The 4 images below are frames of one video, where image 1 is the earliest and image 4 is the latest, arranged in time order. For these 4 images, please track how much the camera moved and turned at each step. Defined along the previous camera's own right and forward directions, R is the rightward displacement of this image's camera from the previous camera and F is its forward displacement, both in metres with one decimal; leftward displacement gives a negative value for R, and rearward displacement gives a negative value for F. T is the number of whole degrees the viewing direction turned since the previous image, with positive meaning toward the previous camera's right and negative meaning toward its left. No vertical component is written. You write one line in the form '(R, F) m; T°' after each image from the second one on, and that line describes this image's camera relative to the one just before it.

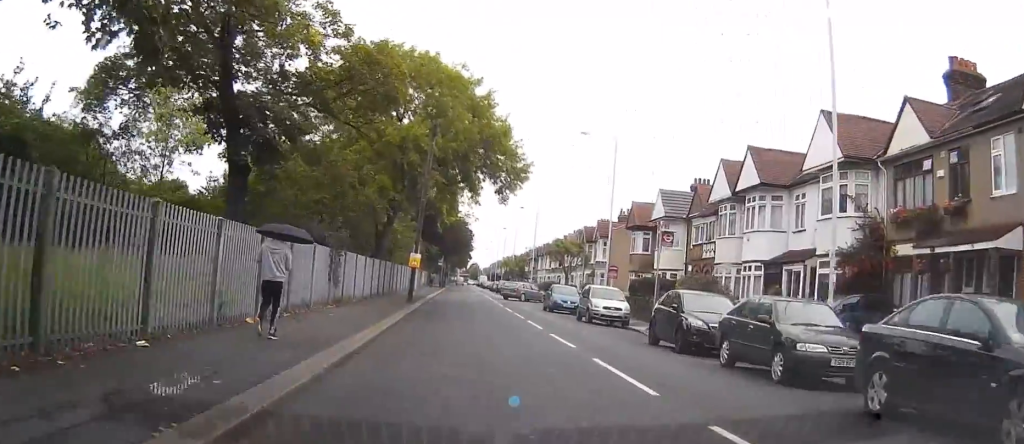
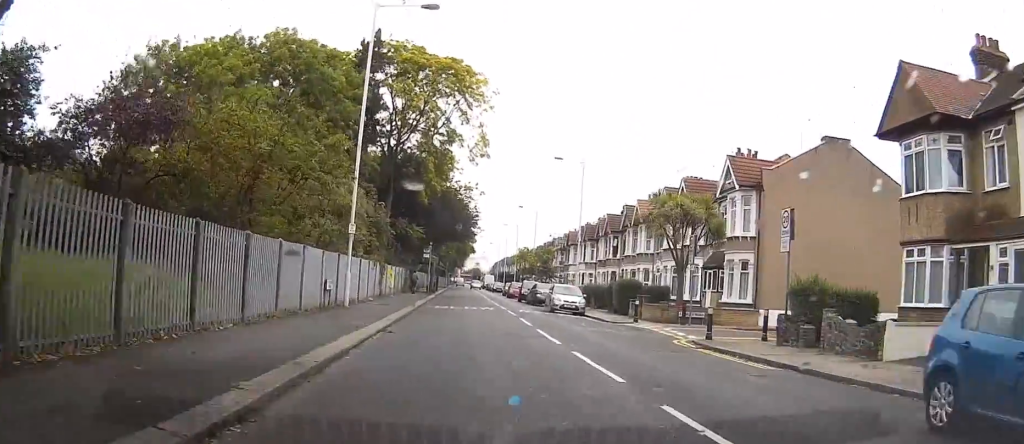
(+0.1, +37.1) m; 0°
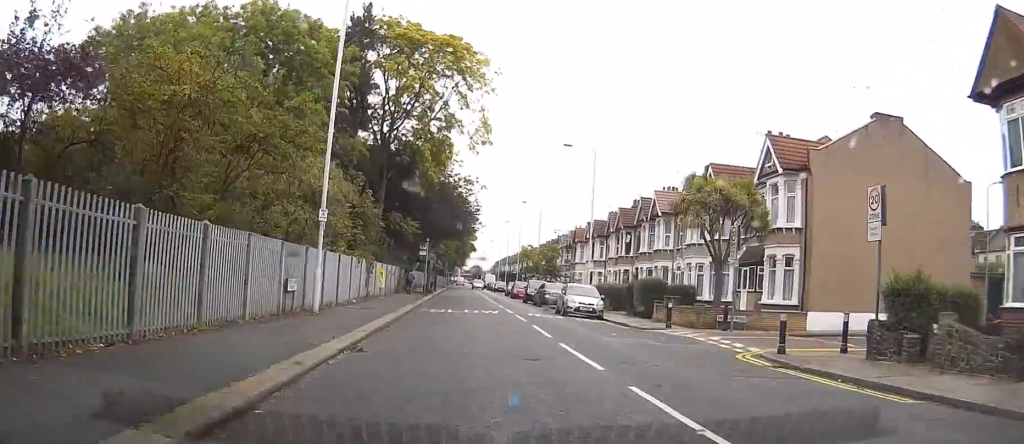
(0.0, +5.2) m; 0°
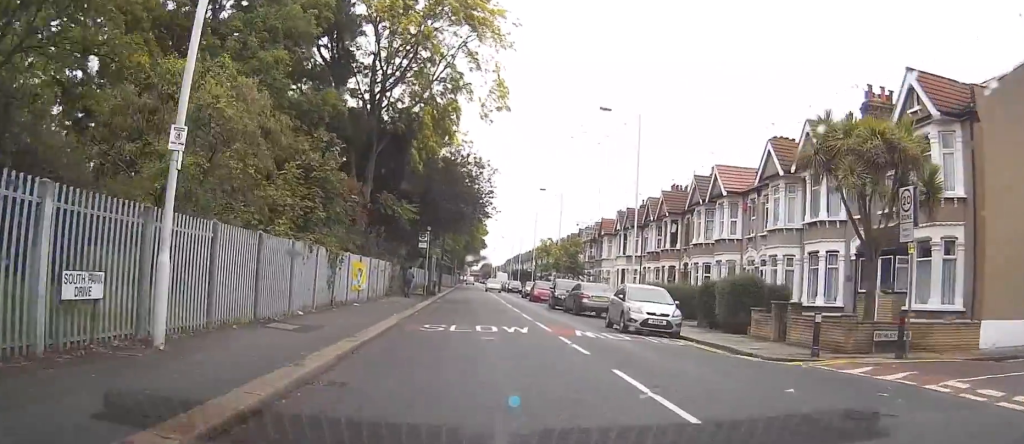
(-0.1, +11.1) m; -1°
